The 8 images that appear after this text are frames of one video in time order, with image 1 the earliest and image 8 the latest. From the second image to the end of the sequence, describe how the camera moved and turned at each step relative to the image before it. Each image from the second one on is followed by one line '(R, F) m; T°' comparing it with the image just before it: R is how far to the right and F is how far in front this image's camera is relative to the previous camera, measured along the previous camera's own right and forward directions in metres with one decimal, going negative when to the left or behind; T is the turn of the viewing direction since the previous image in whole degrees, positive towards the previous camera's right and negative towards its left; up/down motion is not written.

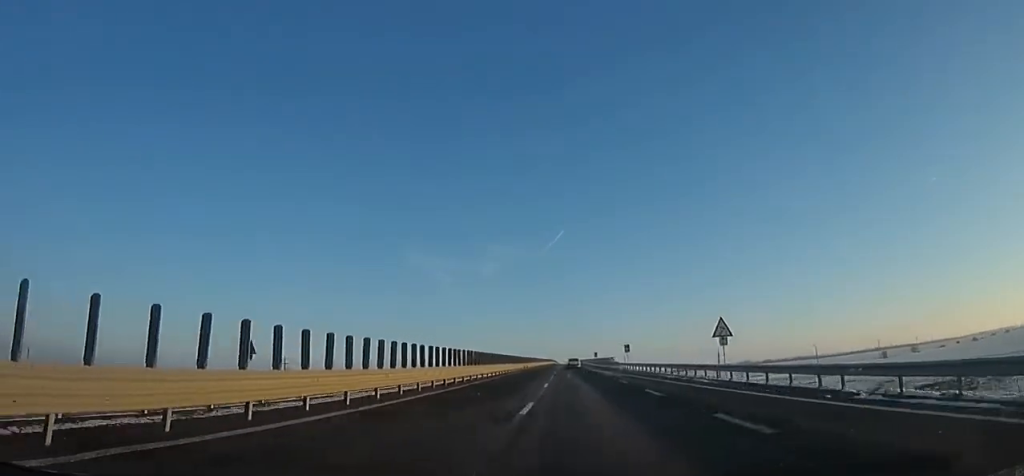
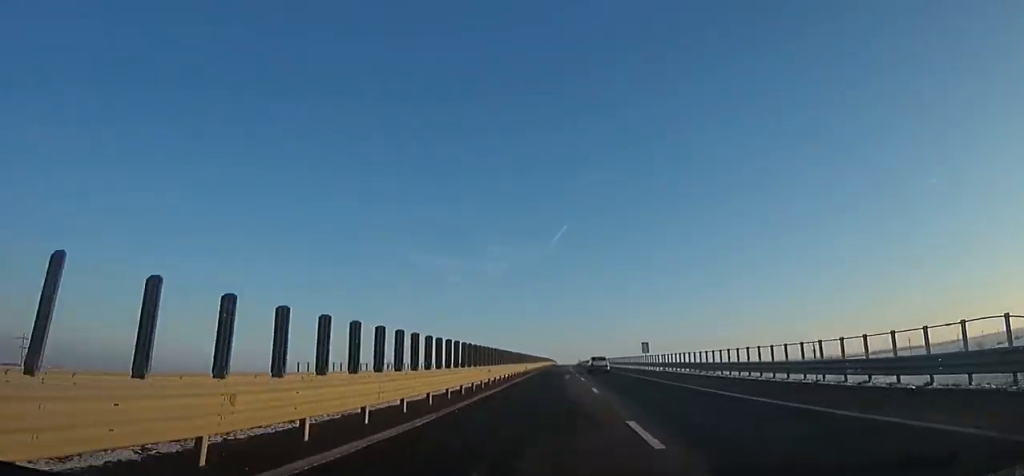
(-0.8, +64.3) m; 0°
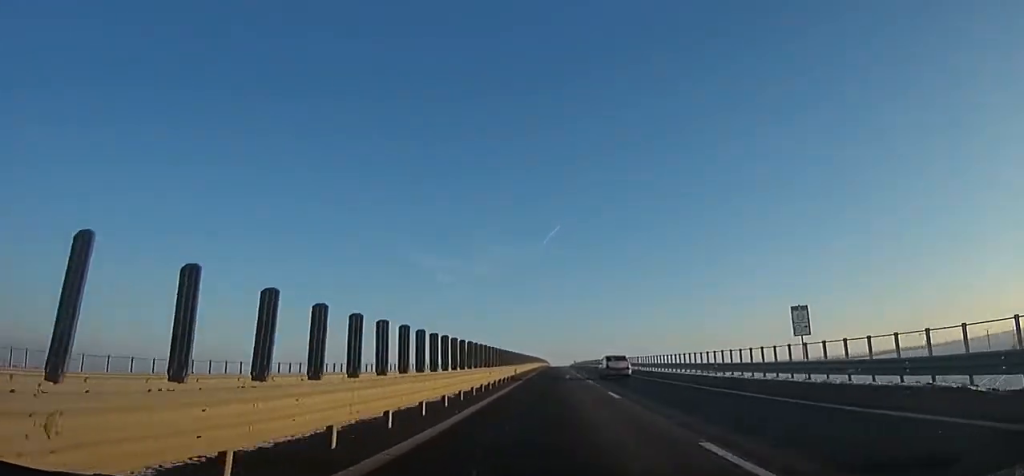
(+0.2, +38.4) m; +1°
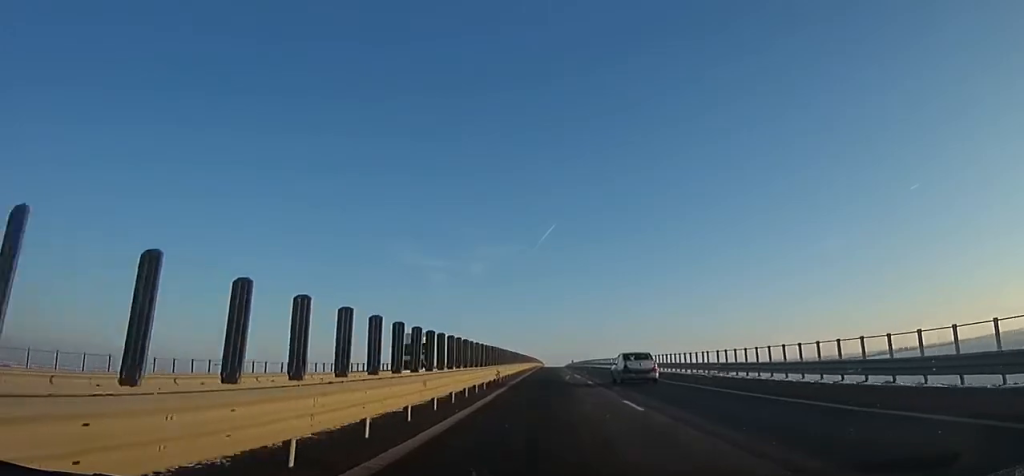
(+0.4, +28.1) m; 0°
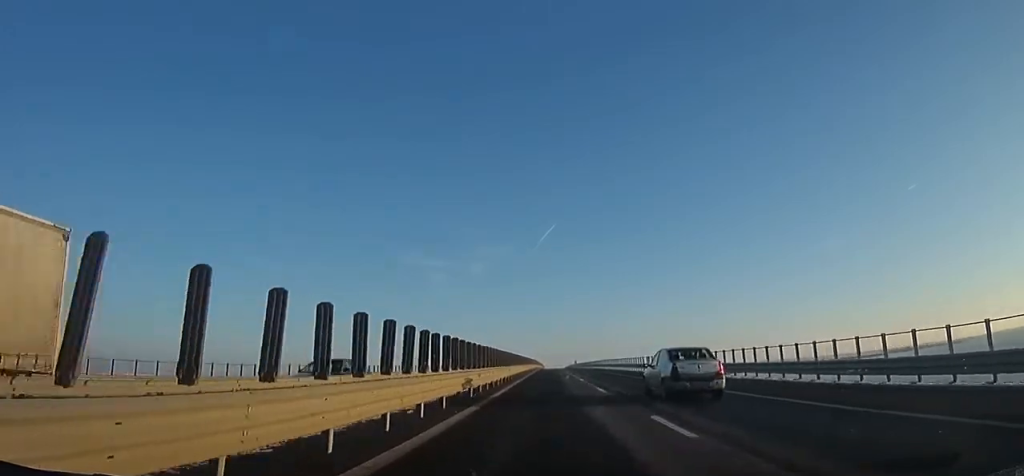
(+0.4, +28.1) m; 0°
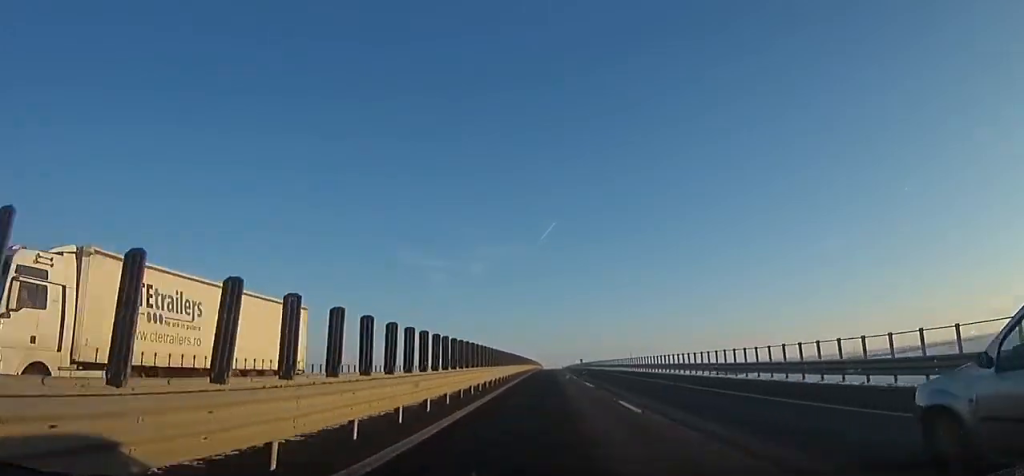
(-0.4, +43.9) m; +1°
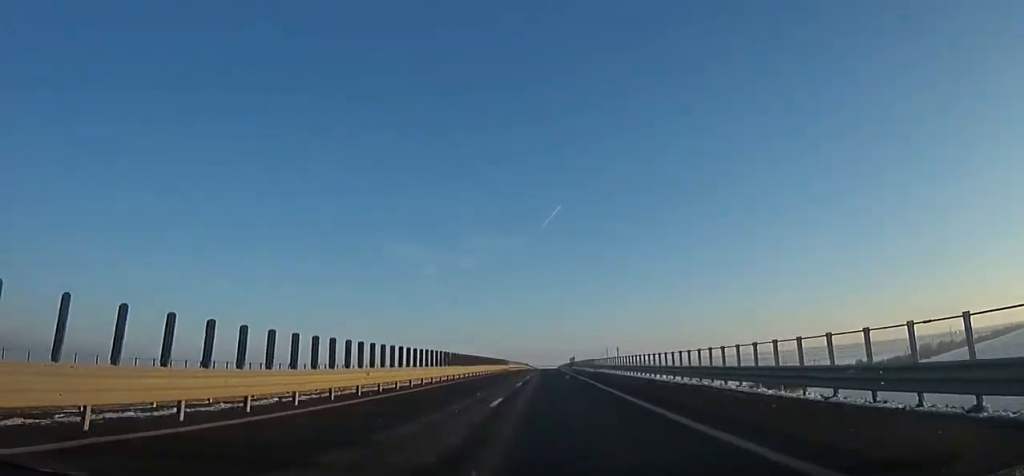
(+4.1, +213.4) m; 0°
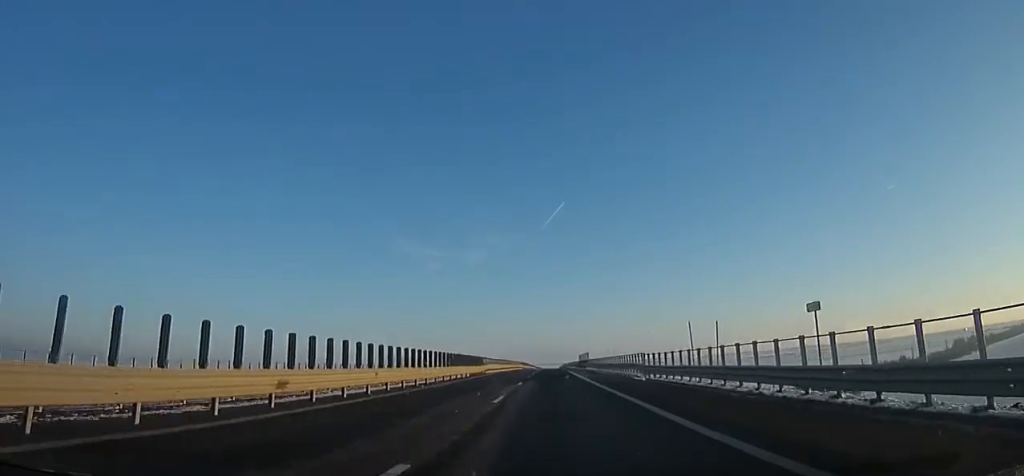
(-1.0, +34.9) m; 0°
